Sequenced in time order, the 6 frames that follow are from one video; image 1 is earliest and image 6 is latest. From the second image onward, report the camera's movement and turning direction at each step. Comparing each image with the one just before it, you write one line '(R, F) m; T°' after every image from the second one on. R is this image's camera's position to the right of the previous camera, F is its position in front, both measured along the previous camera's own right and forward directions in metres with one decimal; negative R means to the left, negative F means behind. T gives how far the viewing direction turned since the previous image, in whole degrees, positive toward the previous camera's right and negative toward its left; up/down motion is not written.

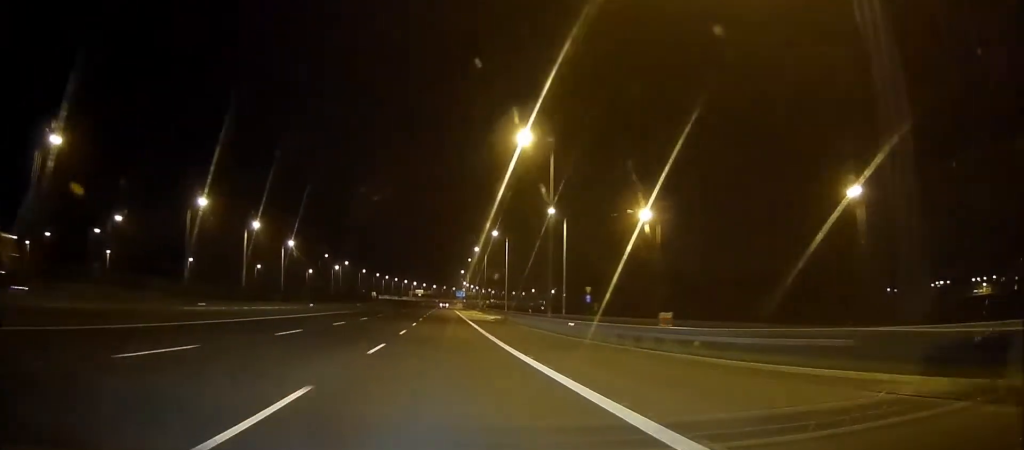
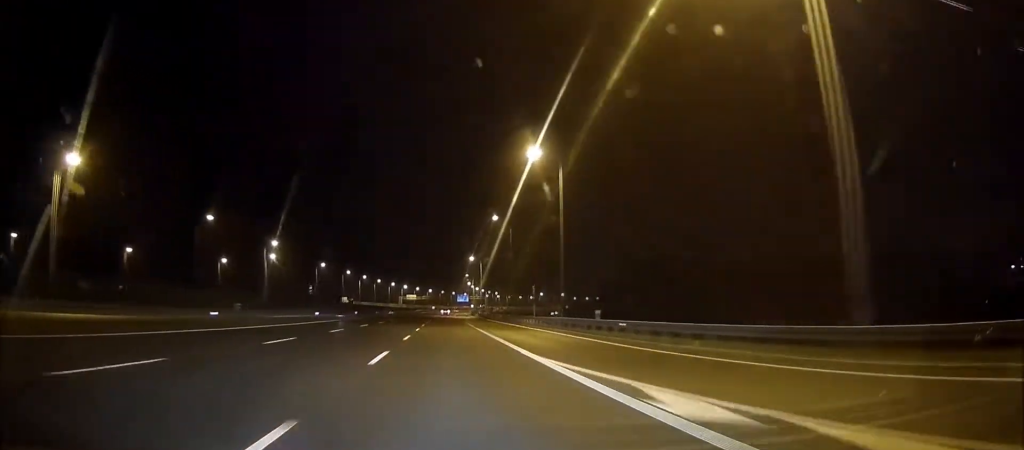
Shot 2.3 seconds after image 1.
(+0.3, +86.6) m; 0°
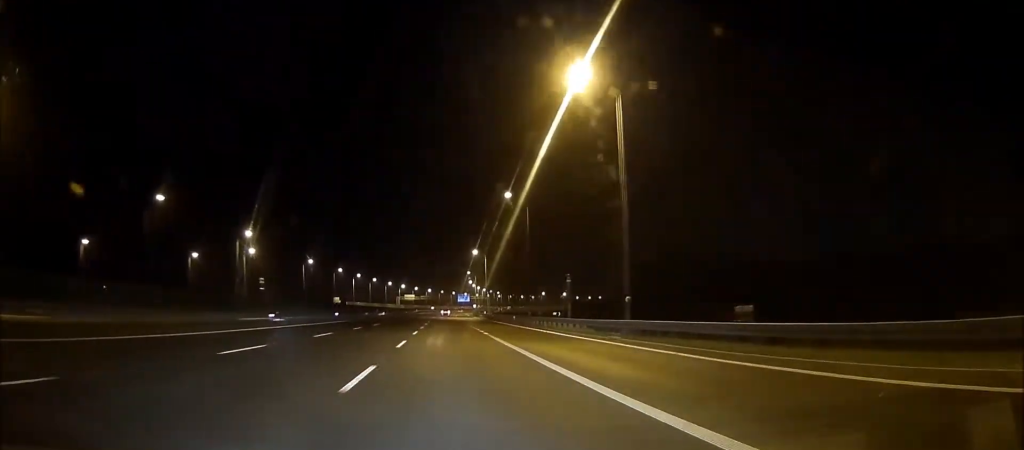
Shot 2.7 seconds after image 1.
(0.0, +16.6) m; 0°
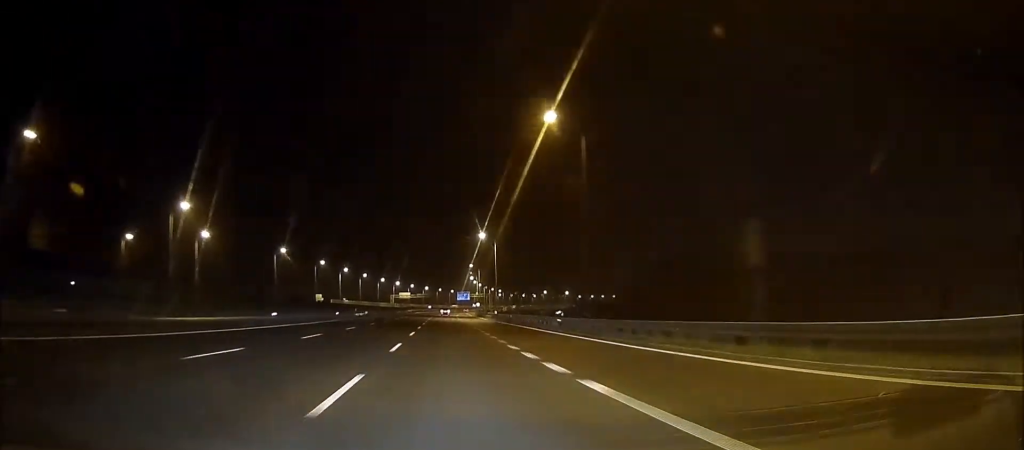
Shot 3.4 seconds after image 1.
(0.0, +26.7) m; 0°
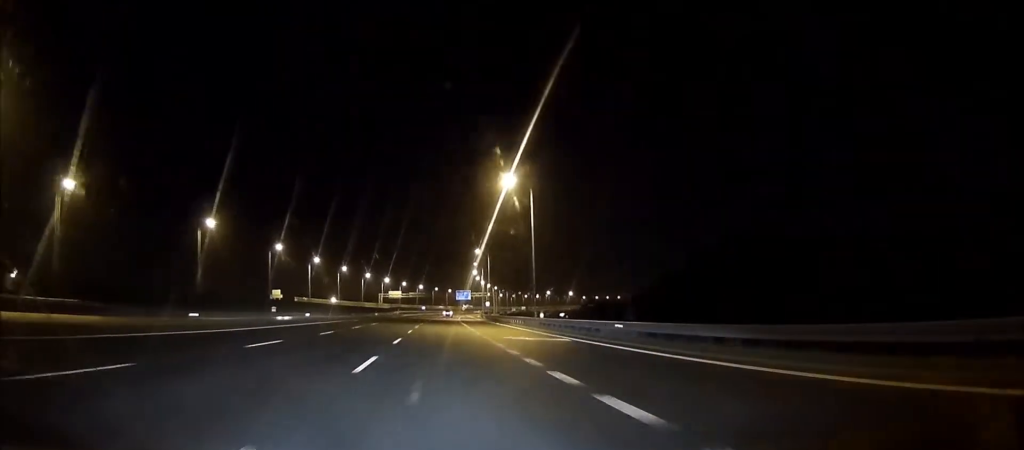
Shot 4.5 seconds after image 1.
(+0.2, +43.2) m; +1°
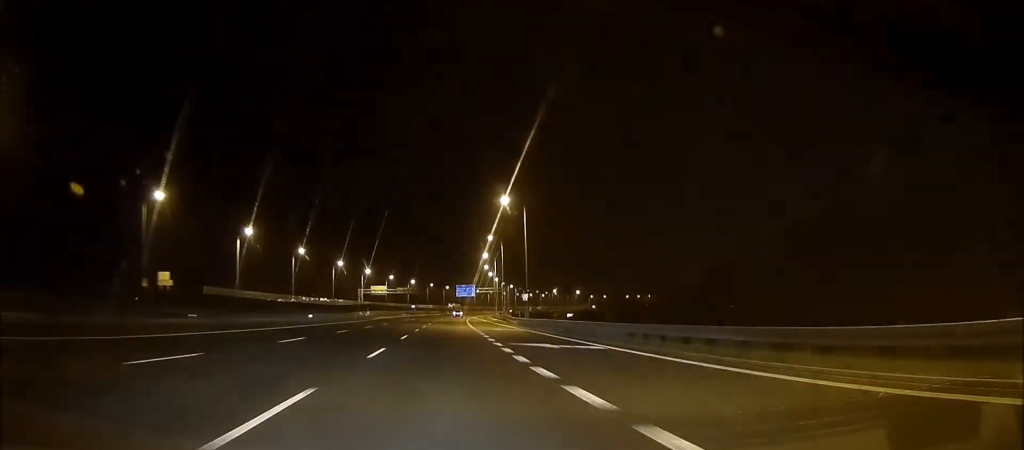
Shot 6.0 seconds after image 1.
(+0.4, +55.6) m; +1°
